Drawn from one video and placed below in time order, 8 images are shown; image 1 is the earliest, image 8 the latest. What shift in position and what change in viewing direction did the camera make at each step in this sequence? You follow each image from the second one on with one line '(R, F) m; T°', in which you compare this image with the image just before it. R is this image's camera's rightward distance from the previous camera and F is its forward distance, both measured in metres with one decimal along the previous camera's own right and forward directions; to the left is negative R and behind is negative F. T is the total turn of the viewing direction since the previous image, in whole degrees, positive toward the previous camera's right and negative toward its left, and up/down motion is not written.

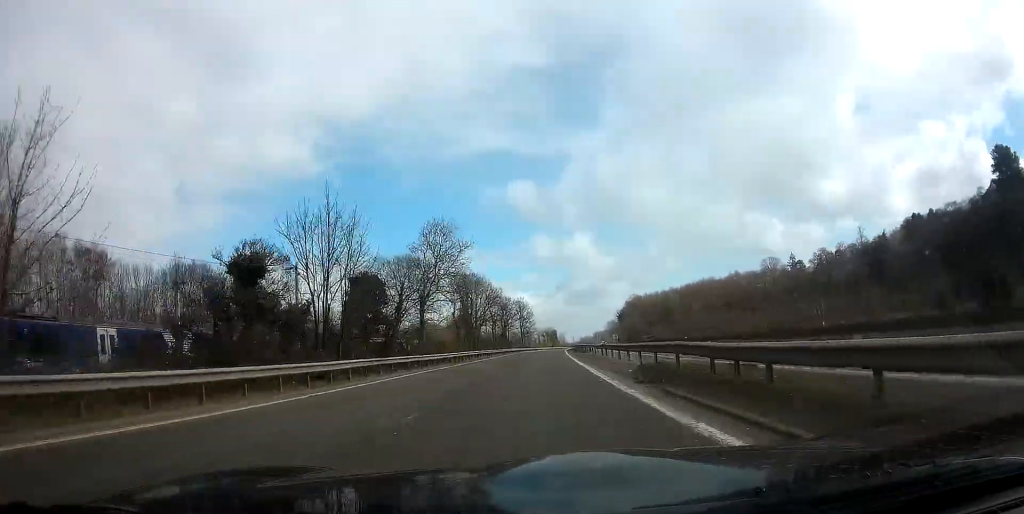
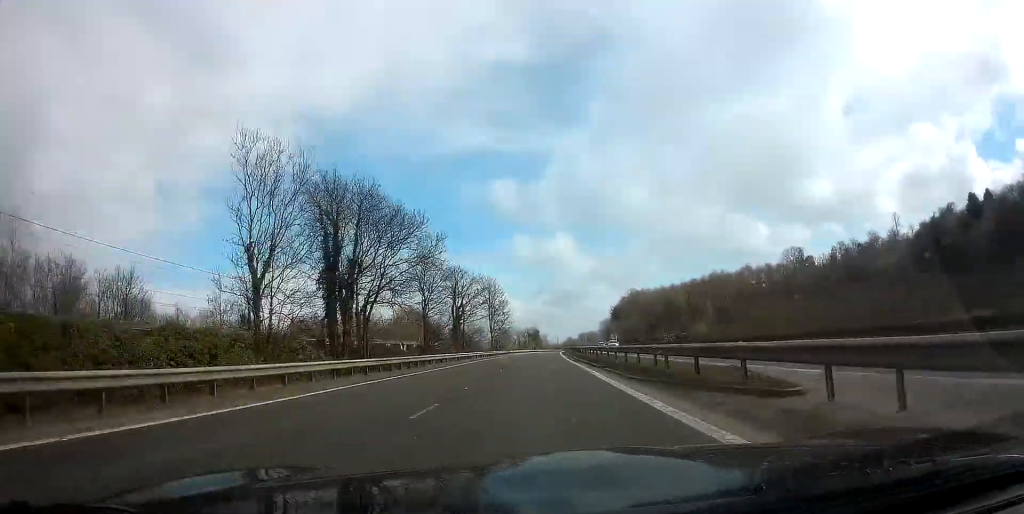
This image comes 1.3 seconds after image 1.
(+0.3, +45.0) m; +1°
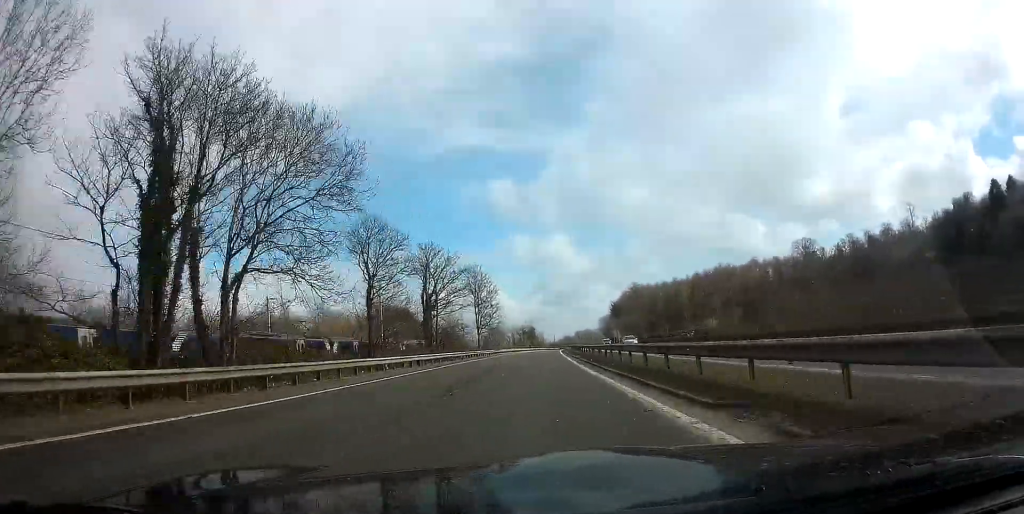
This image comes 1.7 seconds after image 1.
(0.0, +15.0) m; +1°
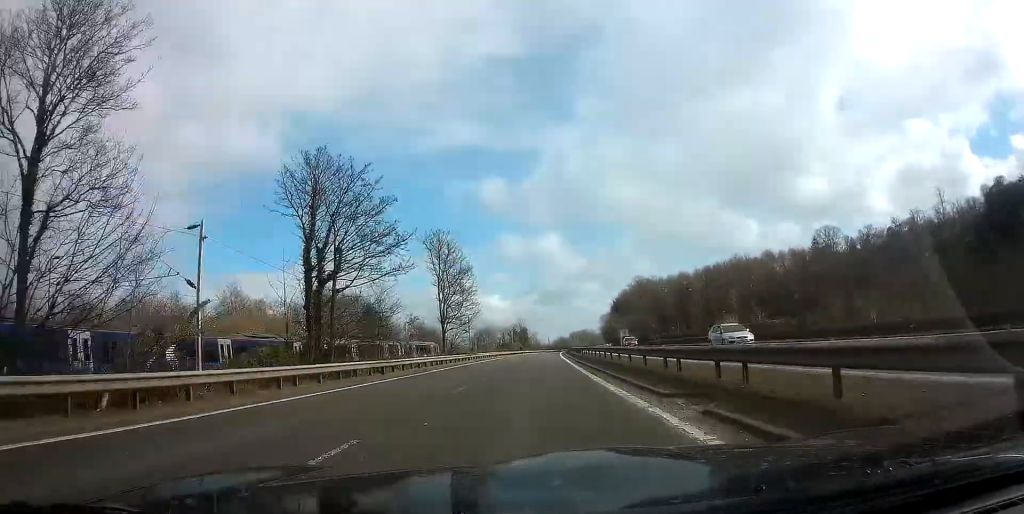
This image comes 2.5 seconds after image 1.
(+0.3, +25.6) m; +1°
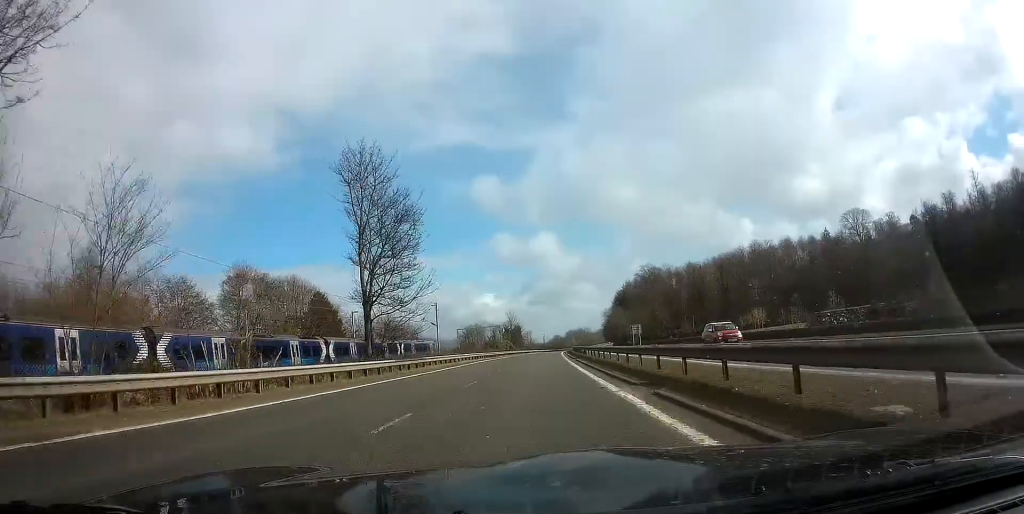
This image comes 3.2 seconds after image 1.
(+0.1, +24.4) m; +1°
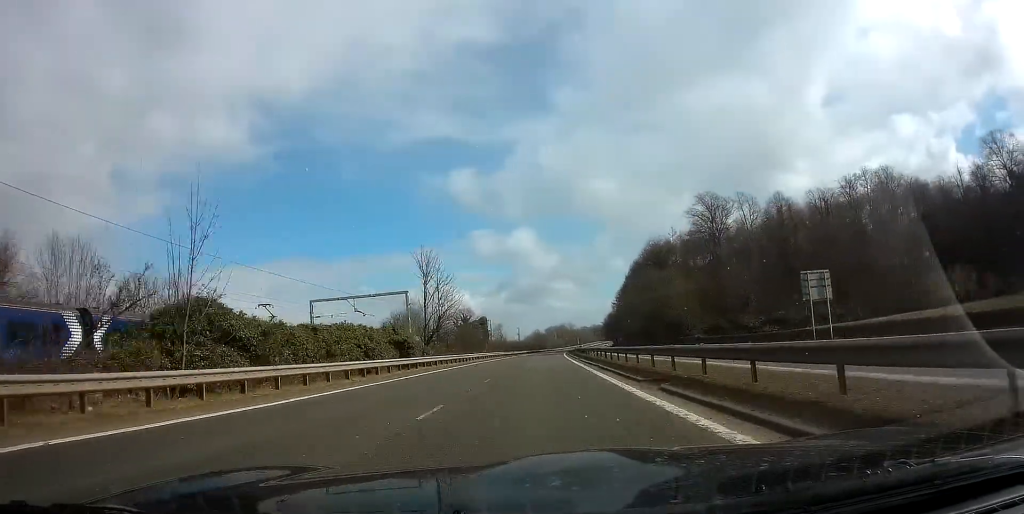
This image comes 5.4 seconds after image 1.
(+1.6, +80.3) m; +2°
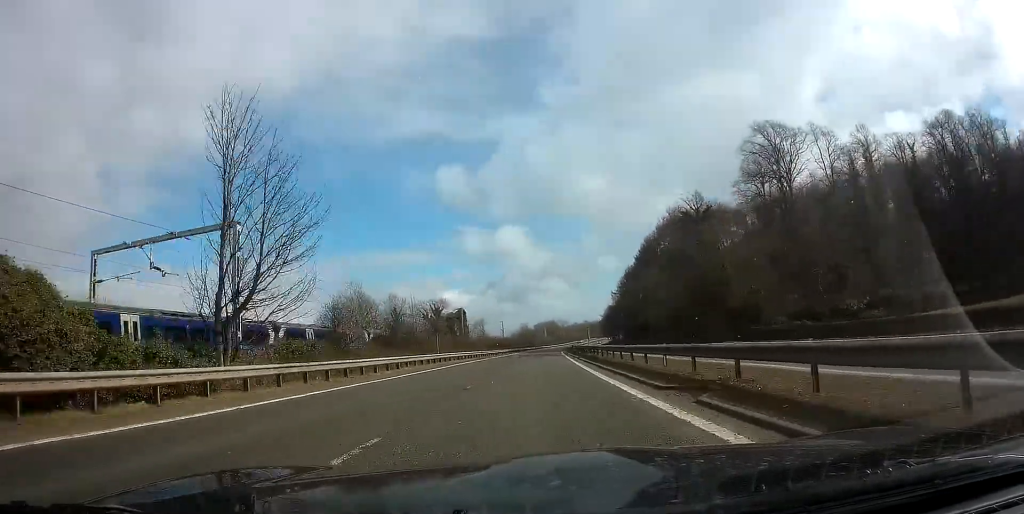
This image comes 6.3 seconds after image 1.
(+0.3, +31.5) m; +1°
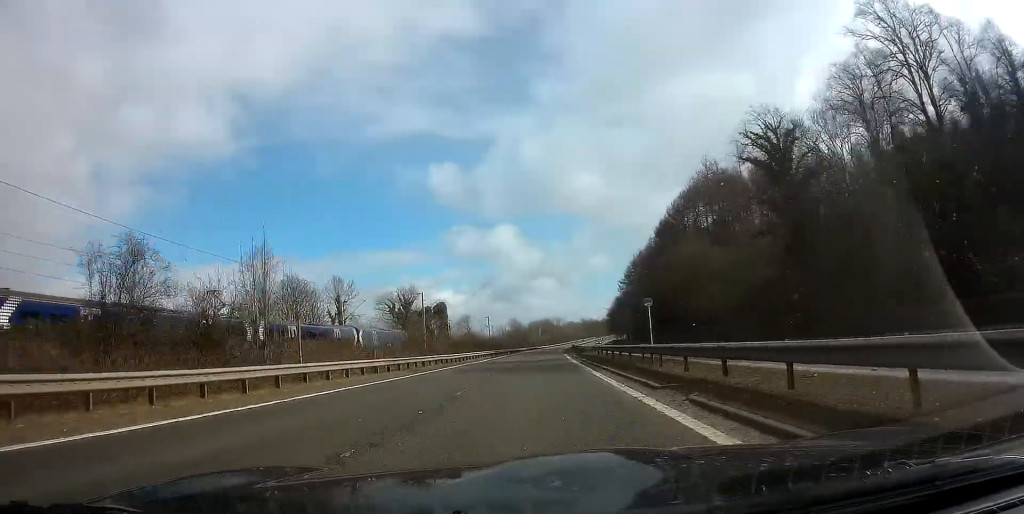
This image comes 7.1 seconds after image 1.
(+0.6, +28.0) m; +1°
